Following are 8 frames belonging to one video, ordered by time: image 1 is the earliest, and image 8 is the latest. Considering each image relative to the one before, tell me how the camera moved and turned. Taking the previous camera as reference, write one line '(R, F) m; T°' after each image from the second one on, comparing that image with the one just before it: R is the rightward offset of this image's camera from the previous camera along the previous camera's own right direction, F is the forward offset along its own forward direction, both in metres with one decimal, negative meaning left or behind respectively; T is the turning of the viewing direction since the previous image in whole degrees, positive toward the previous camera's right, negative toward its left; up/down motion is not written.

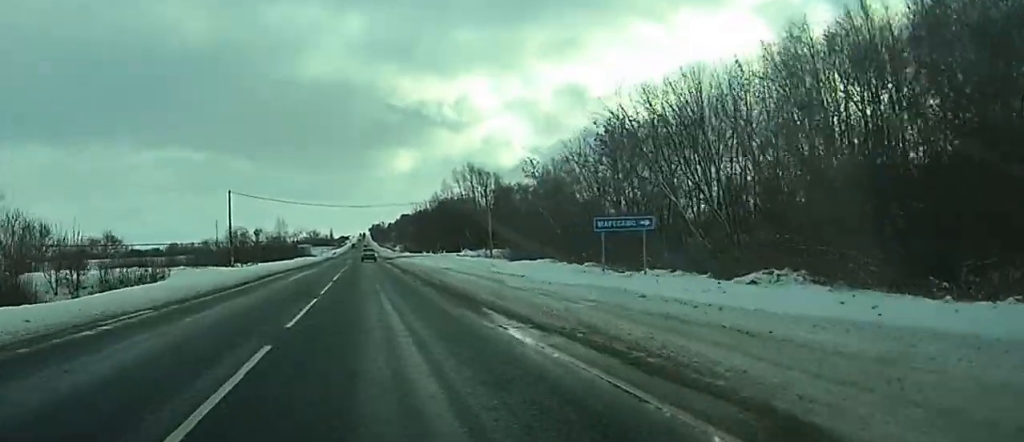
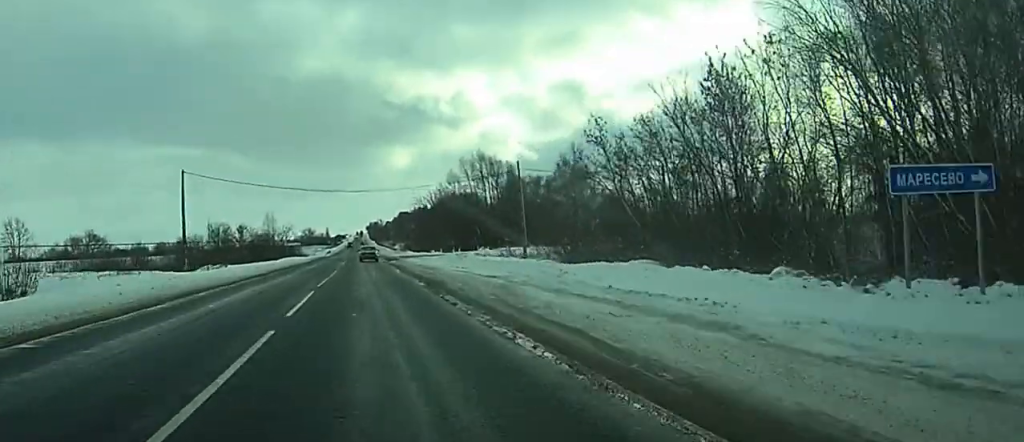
(+0.6, +21.8) m; +1°
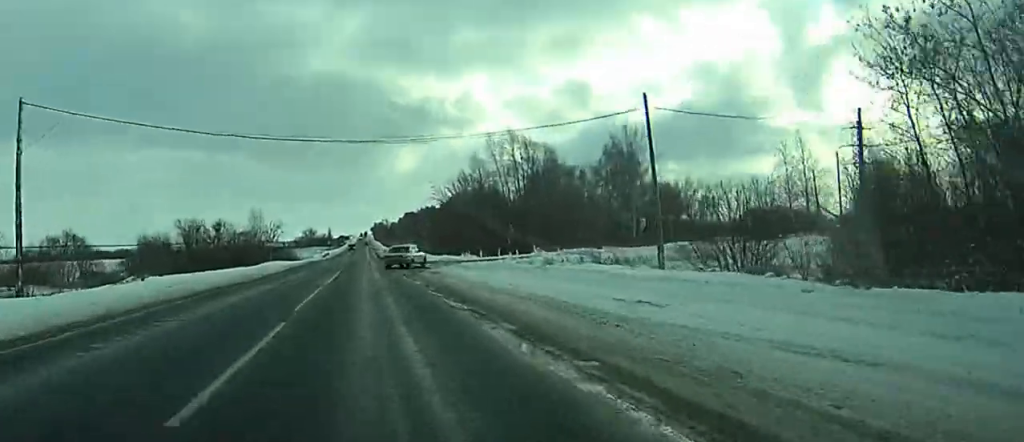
(-0.2, +34.2) m; -1°
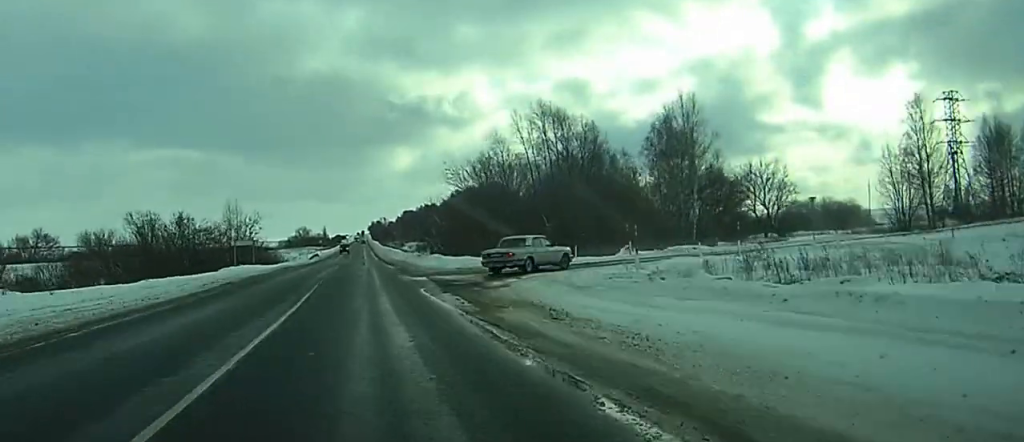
(-0.3, +28.9) m; 0°
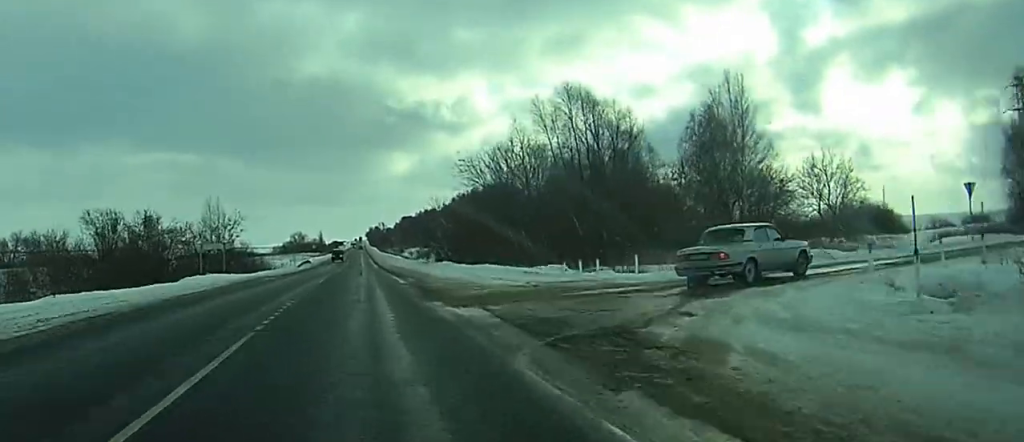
(+0.2, +17.2) m; +1°
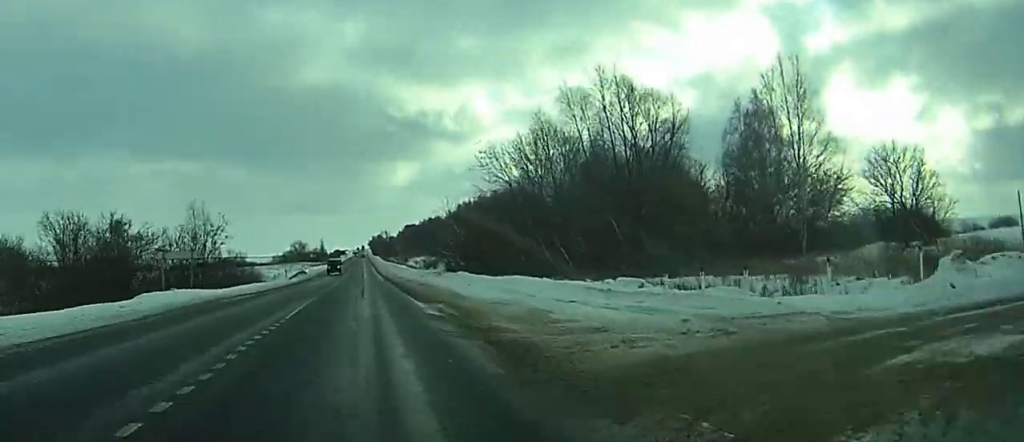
(+0.2, +14.0) m; +1°
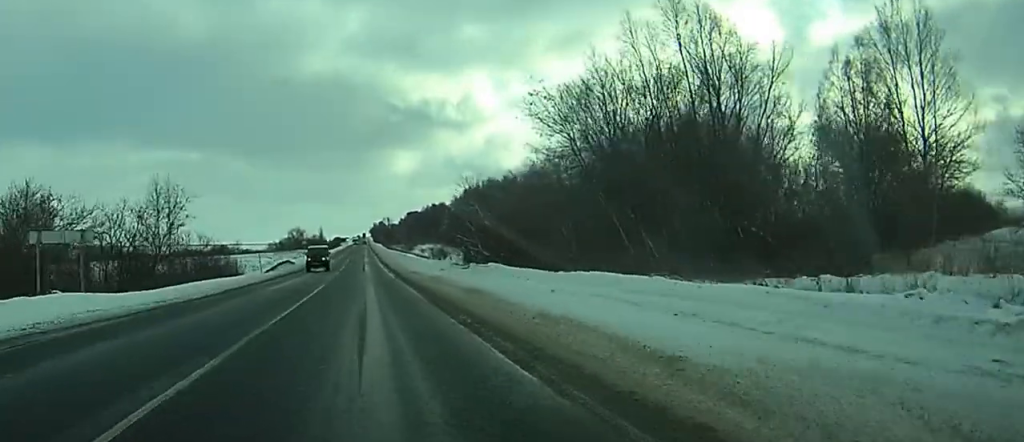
(+0.1, +22.1) m; -1°
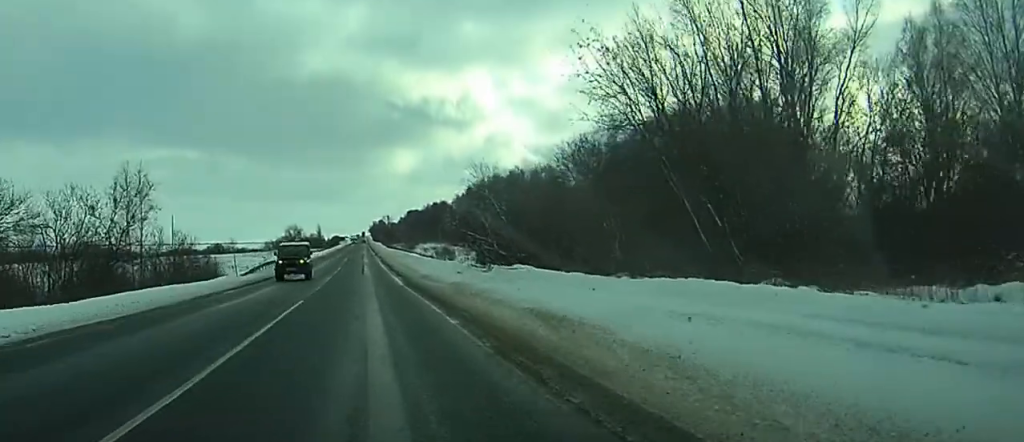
(-0.2, +12.2) m; -1°
